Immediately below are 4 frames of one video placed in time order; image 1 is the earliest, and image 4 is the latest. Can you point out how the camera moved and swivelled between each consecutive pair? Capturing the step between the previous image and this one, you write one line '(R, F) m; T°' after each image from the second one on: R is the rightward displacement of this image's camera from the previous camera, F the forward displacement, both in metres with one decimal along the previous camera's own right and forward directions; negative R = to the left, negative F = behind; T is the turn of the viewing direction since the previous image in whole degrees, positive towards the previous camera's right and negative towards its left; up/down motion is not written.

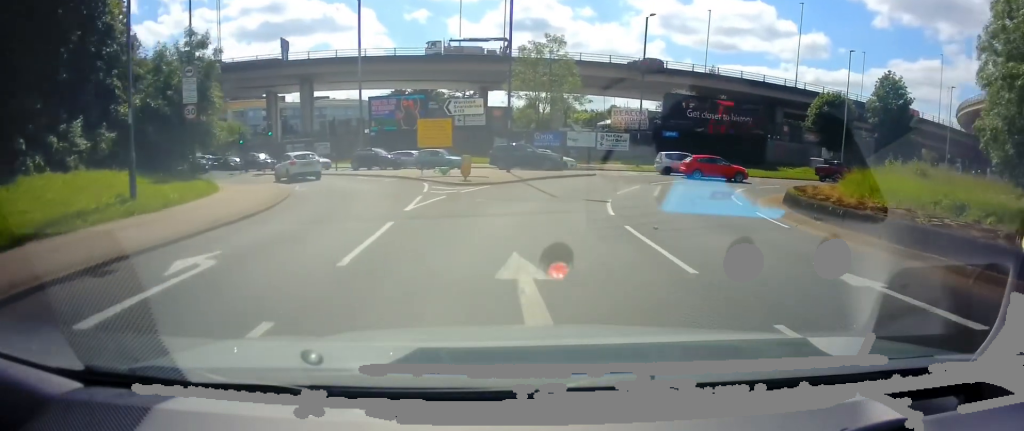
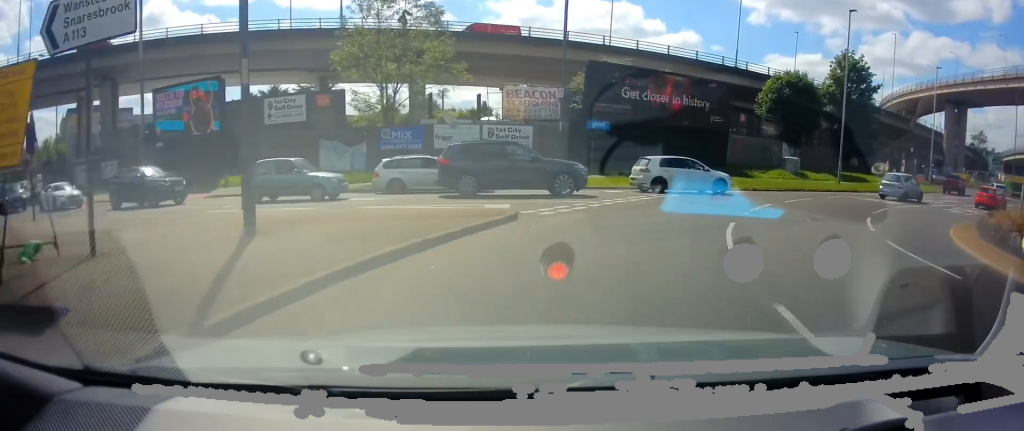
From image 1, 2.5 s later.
(+1.4, +19.8) m; +13°
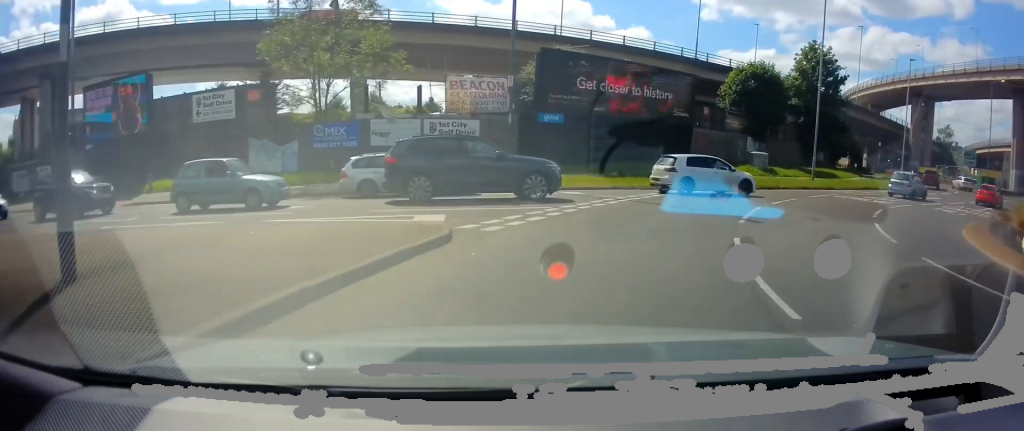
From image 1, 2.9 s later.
(+0.1, +3.1) m; +5°
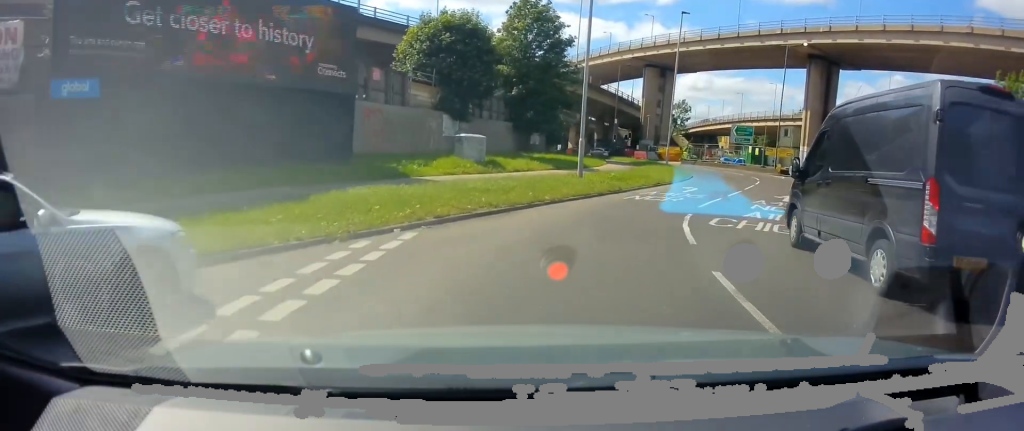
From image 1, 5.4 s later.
(+5.0, +16.2) m; +33°
